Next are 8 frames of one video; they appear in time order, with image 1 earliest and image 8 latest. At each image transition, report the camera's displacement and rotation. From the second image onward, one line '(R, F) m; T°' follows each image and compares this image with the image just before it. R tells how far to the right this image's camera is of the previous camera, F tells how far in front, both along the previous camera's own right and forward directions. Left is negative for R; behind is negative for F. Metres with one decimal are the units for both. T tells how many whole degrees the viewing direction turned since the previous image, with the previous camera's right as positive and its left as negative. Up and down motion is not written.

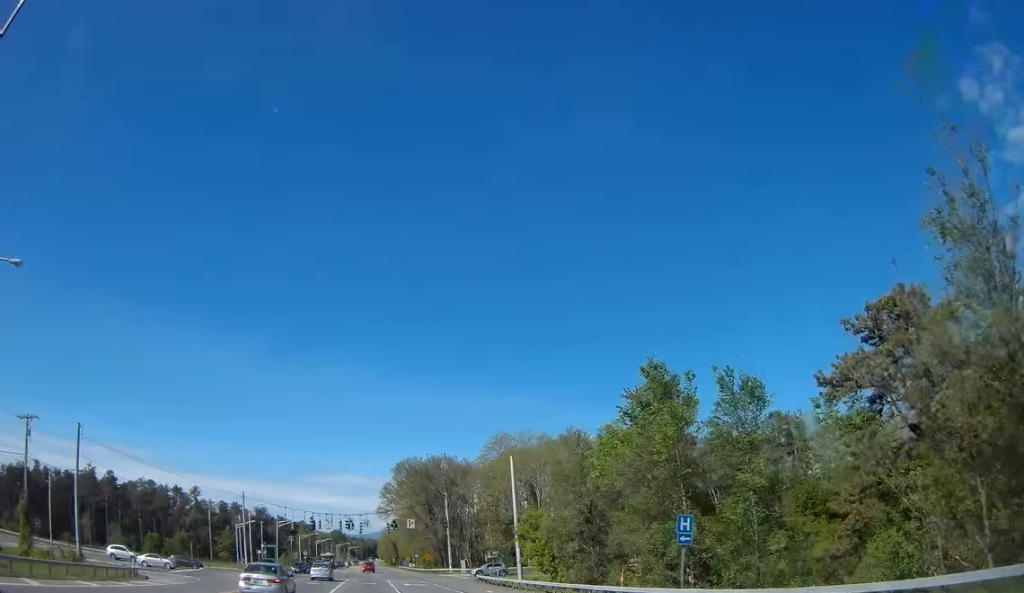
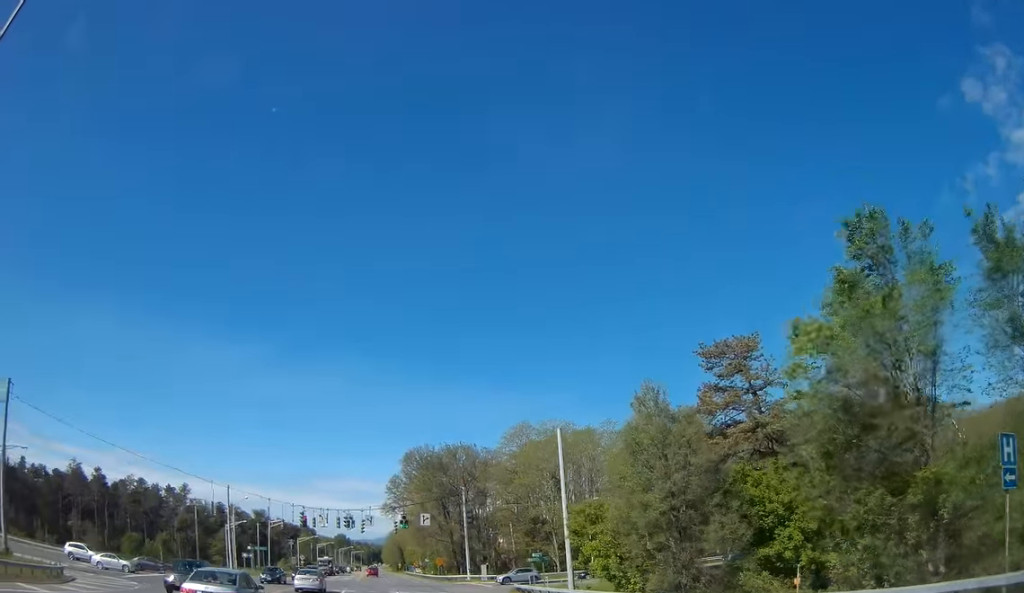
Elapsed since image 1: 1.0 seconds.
(0.0, +13.7) m; 0°
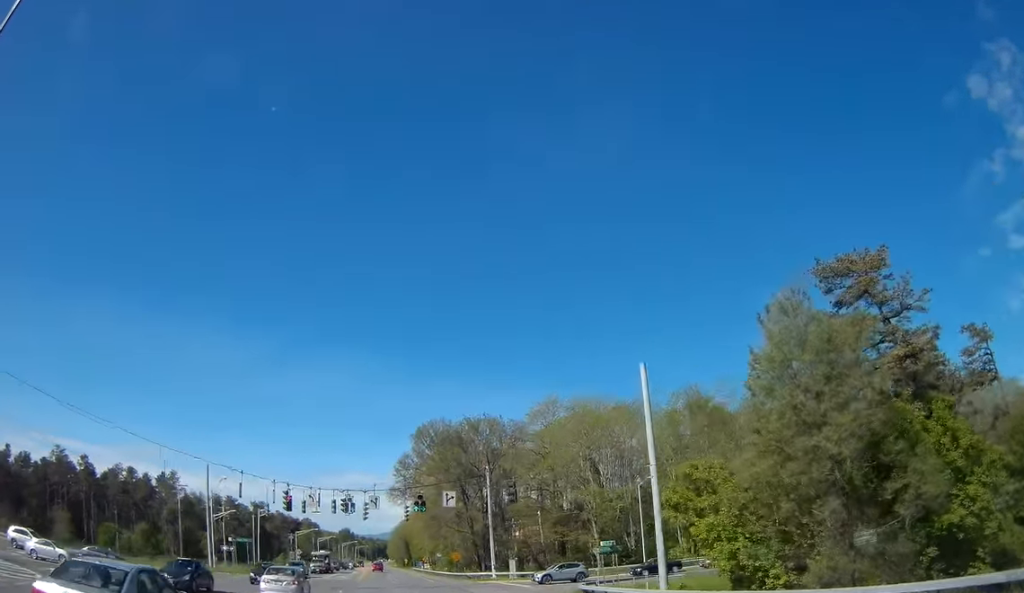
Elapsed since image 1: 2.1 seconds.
(0.0, +14.0) m; -1°
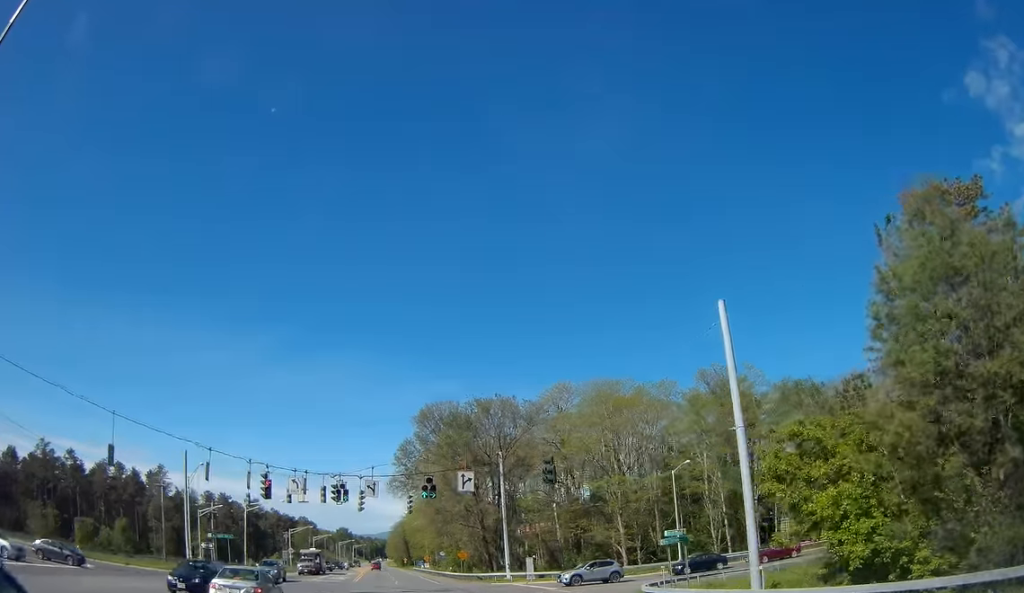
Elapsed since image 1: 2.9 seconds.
(0.0, +9.0) m; -1°
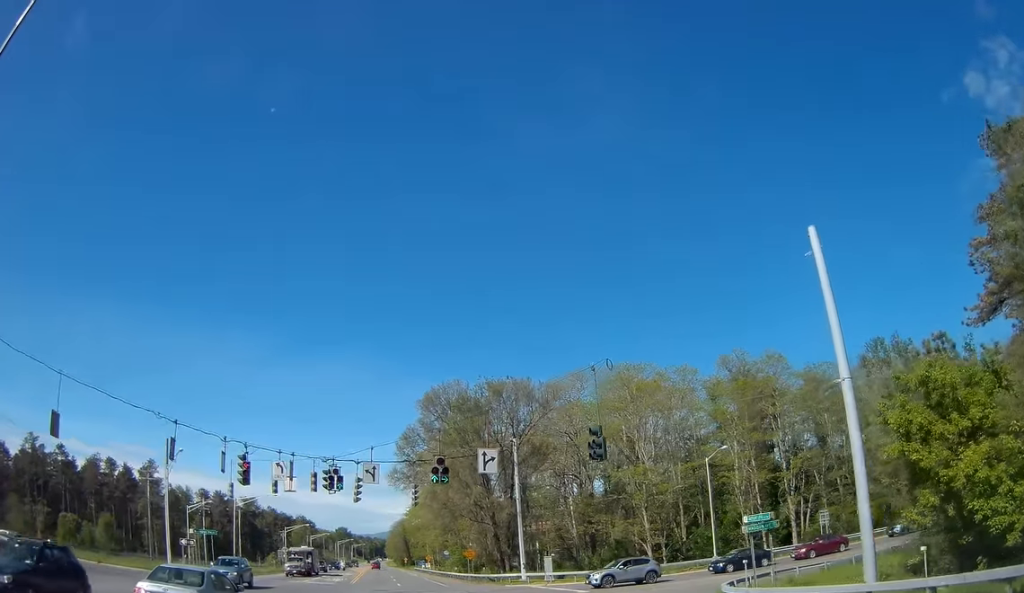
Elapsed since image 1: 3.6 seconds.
(-0.3, +7.7) m; +1°
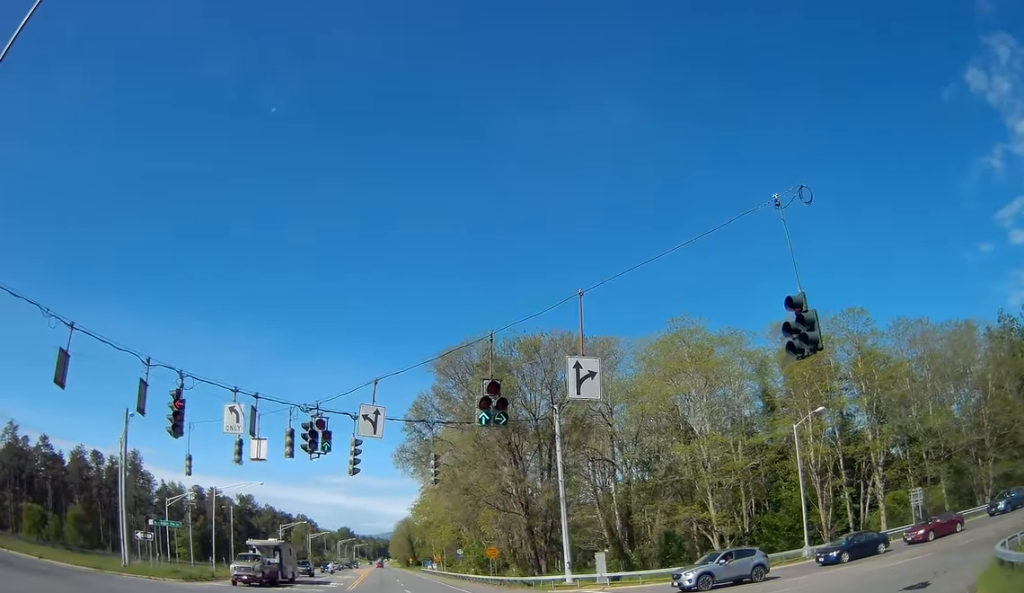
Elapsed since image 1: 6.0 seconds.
(-0.3, +11.8) m; -6°
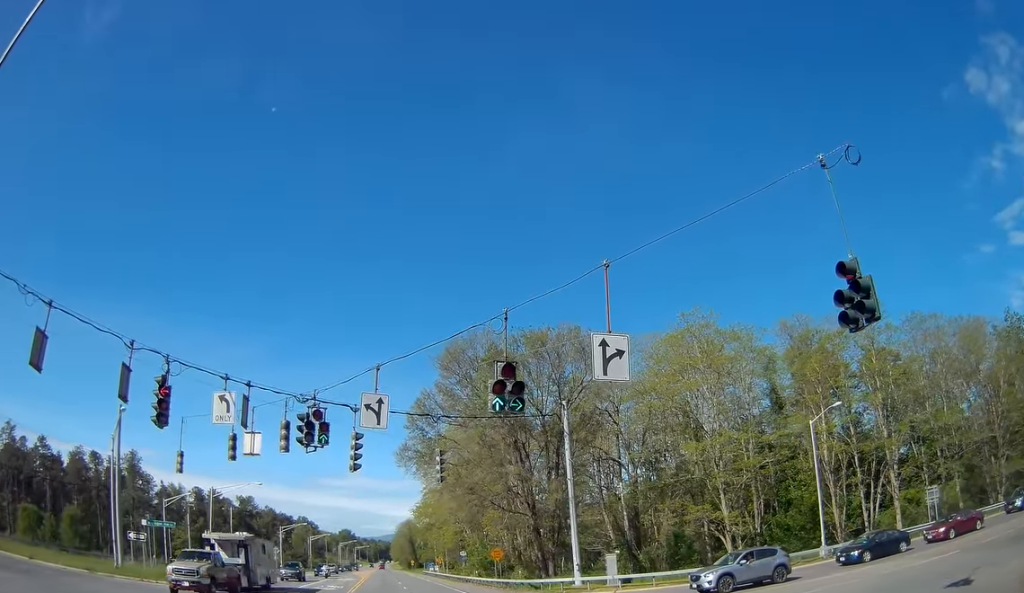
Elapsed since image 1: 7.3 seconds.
(+0.4, +1.5) m; 0°
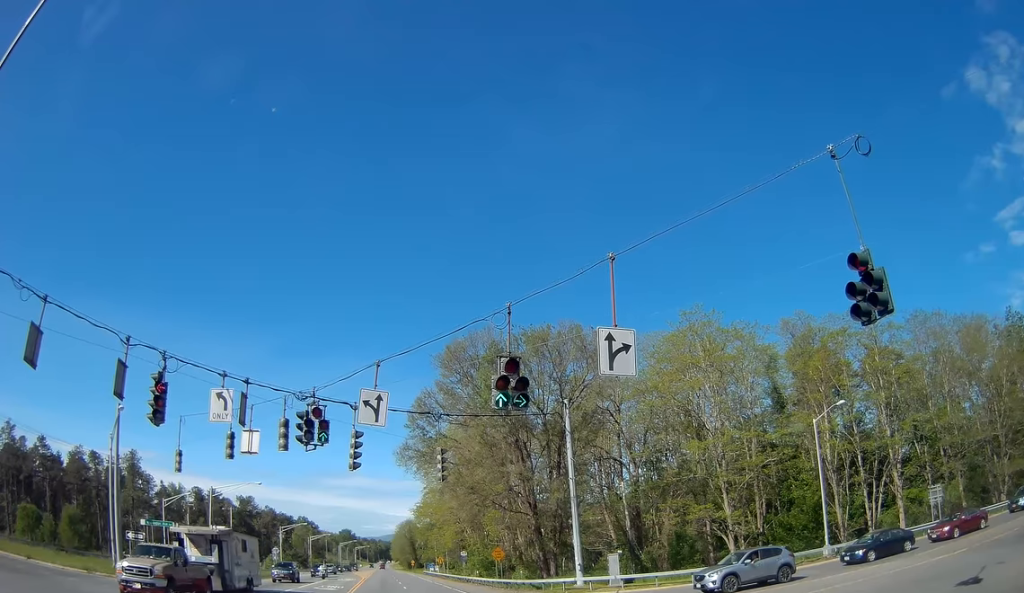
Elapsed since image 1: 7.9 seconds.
(+0.1, +0.1) m; 0°
